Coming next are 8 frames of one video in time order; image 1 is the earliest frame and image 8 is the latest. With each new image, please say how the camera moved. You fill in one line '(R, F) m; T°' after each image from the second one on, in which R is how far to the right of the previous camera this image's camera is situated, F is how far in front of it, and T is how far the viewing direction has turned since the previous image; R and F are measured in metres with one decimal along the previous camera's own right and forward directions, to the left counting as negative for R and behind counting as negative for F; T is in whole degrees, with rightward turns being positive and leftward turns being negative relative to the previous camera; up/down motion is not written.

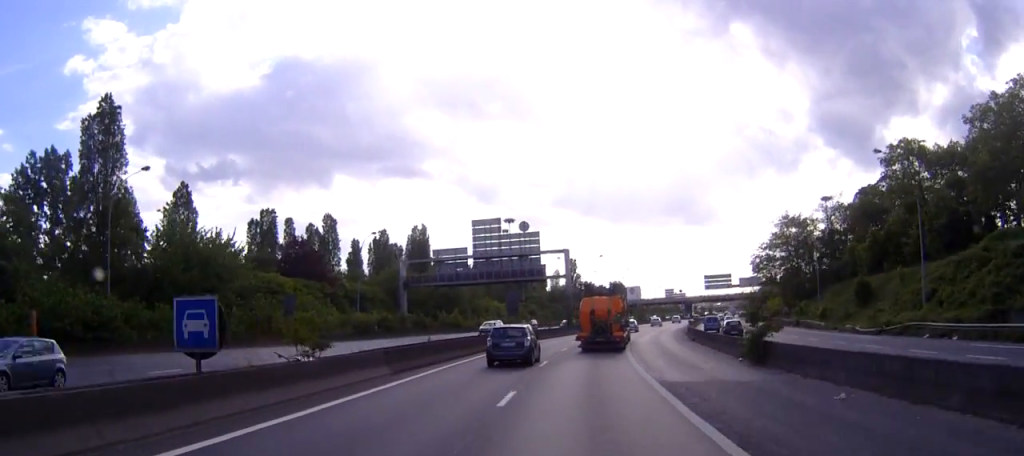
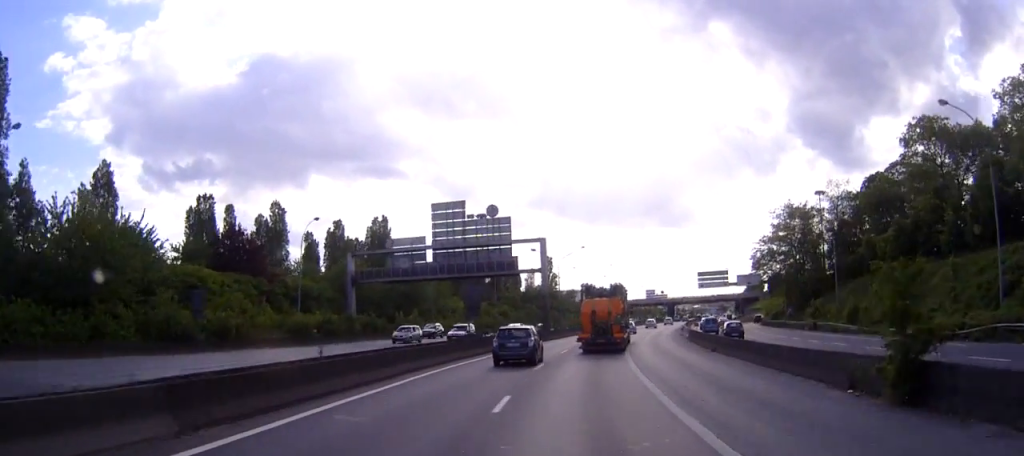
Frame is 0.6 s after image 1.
(+0.1, +13.3) m; +2°
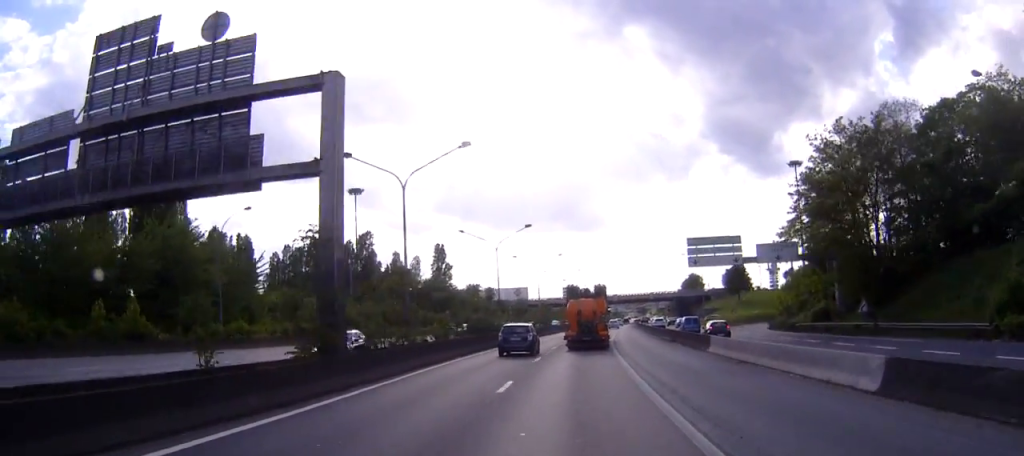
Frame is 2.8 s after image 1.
(+3.1, +48.4) m; +7°
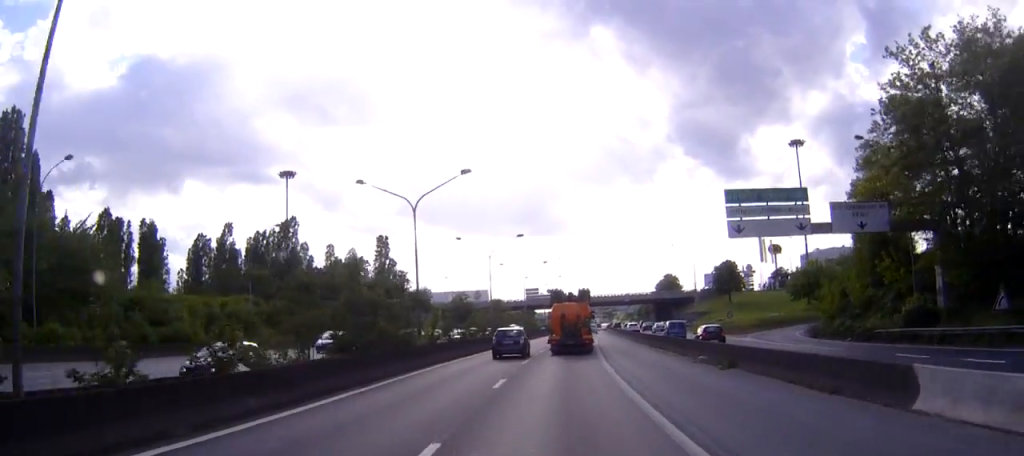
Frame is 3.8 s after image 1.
(+0.7, +23.5) m; +3°
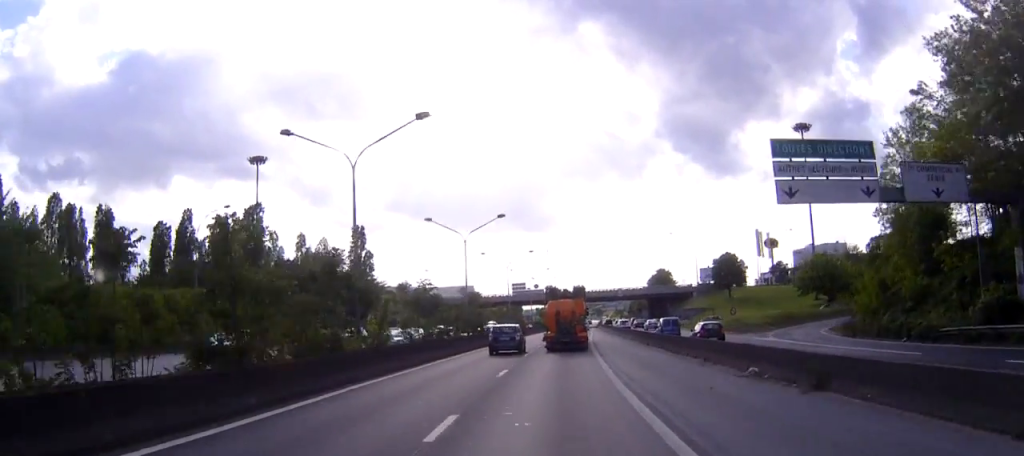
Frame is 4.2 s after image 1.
(+0.2, +9.9) m; +1°
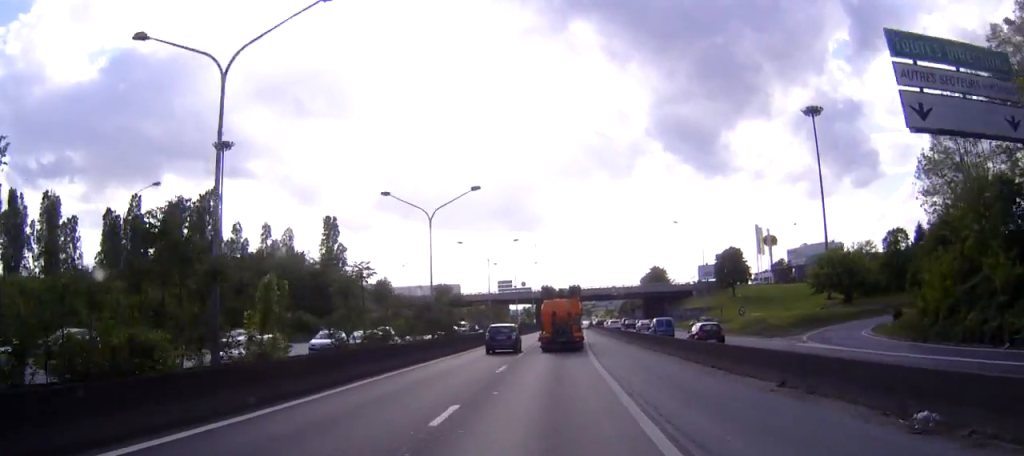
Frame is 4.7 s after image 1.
(+0.1, +11.4) m; +1°
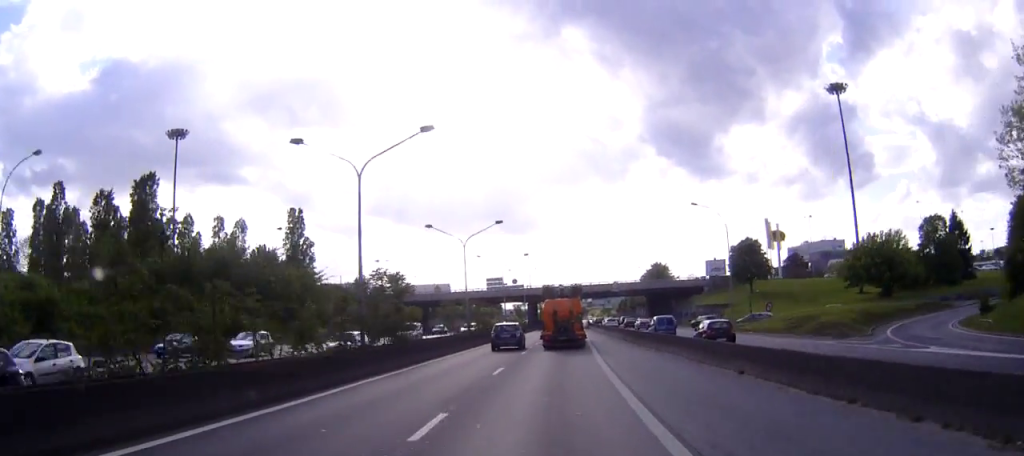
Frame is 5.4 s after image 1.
(+0.2, +15.3) m; +1°
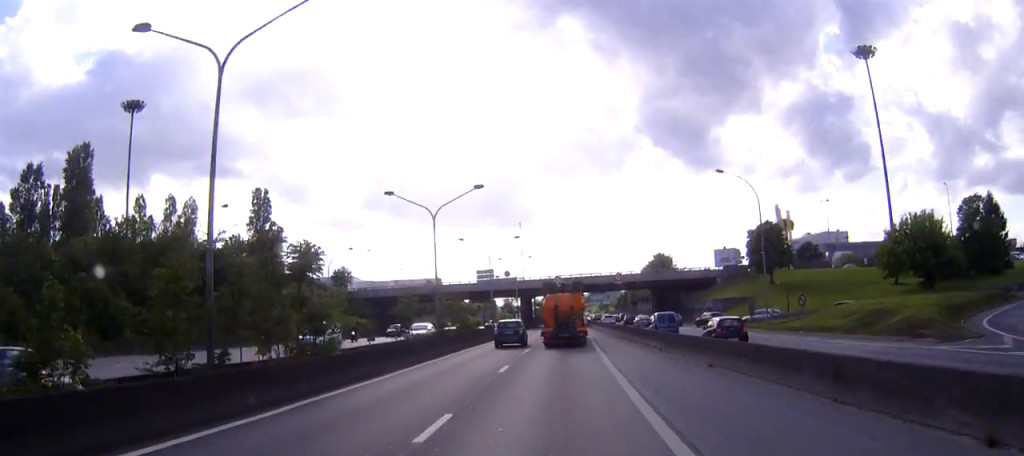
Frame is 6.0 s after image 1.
(+0.1, +13.0) m; +1°
